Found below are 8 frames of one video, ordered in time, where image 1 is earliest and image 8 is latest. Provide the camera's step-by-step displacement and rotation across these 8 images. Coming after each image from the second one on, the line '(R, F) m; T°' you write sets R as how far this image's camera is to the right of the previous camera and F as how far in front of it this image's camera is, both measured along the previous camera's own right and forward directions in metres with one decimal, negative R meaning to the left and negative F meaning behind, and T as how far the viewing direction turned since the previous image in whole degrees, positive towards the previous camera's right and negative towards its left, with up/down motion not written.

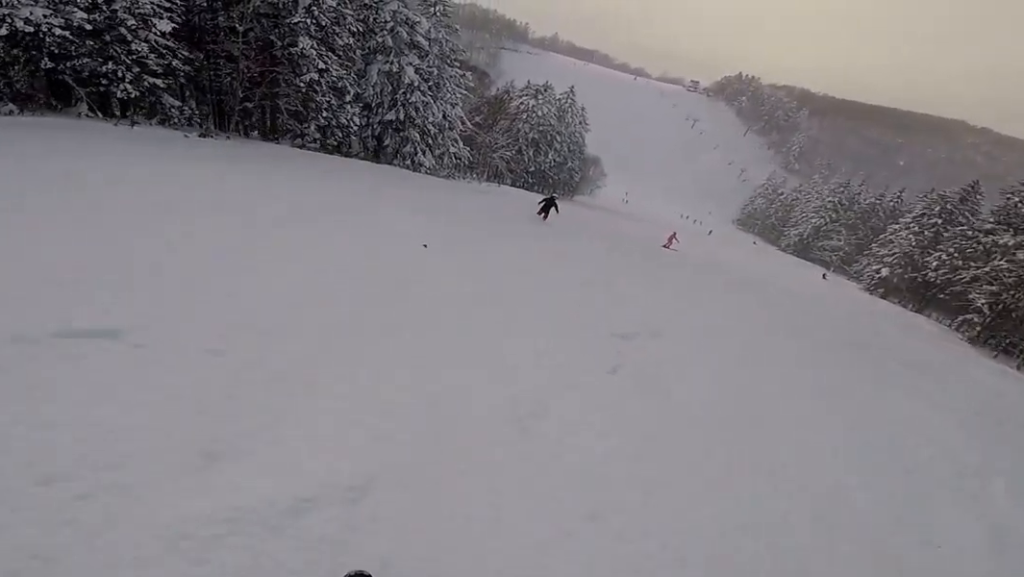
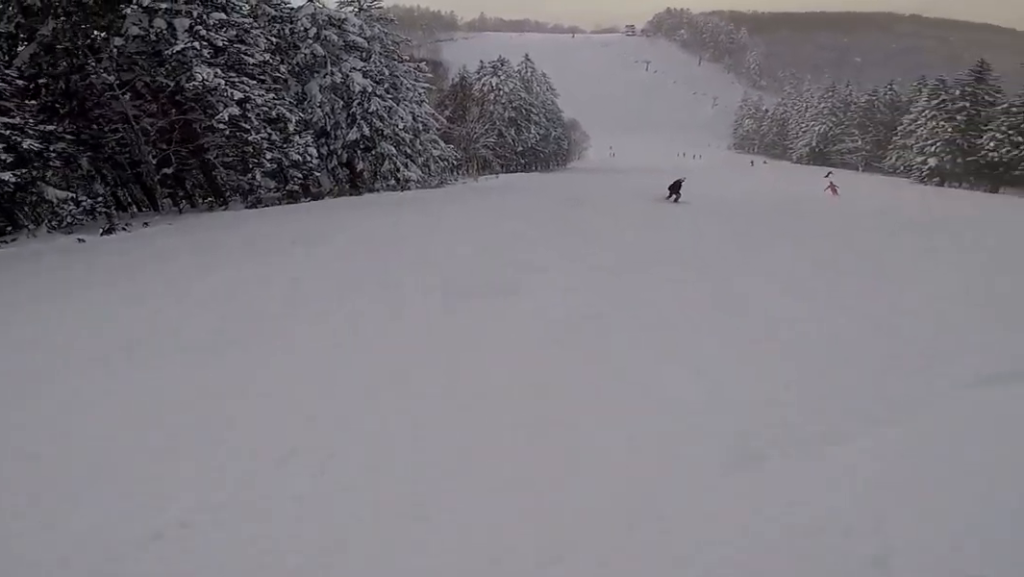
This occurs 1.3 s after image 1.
(-1.2, +7.5) m; +8°
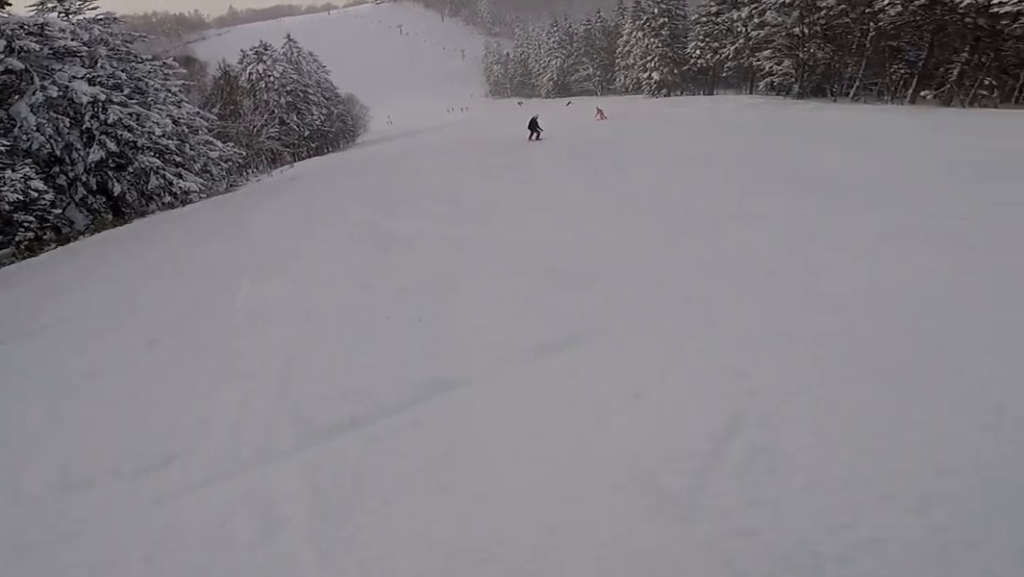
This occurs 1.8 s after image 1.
(+0.3, +3.5) m; +17°
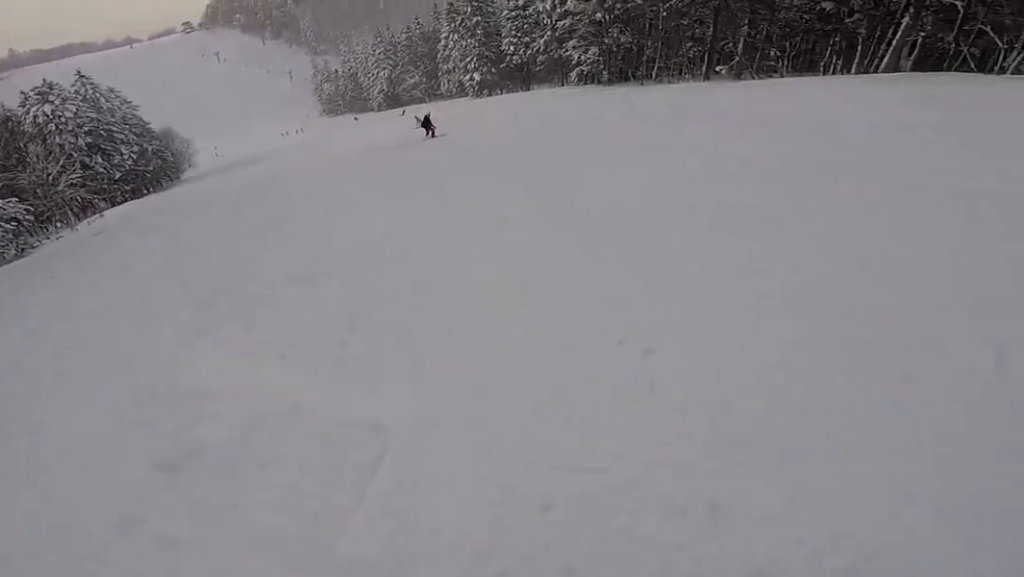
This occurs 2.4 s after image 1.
(+0.8, +3.2) m; +17°
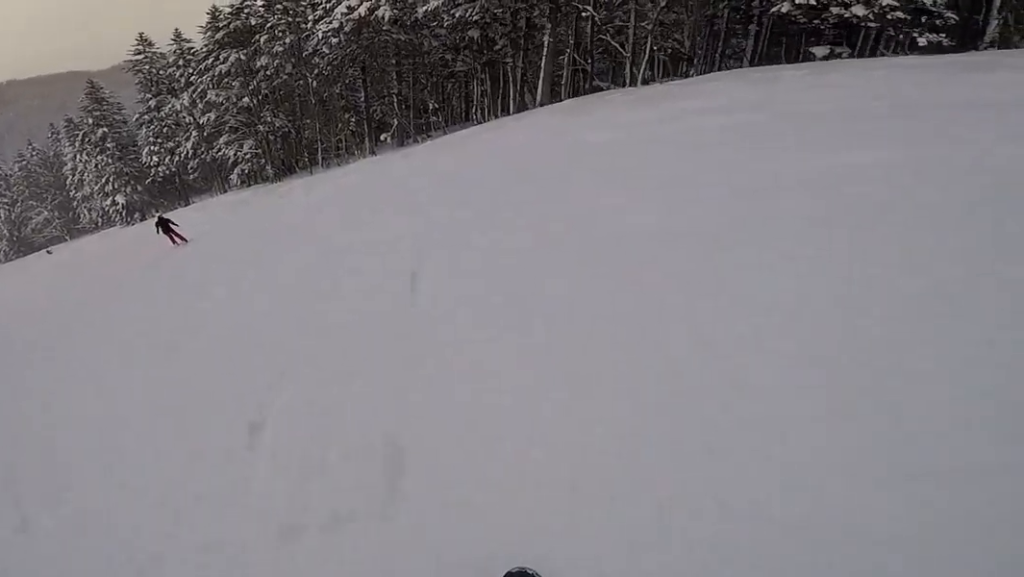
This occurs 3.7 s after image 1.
(+2.4, +8.5) m; +20°
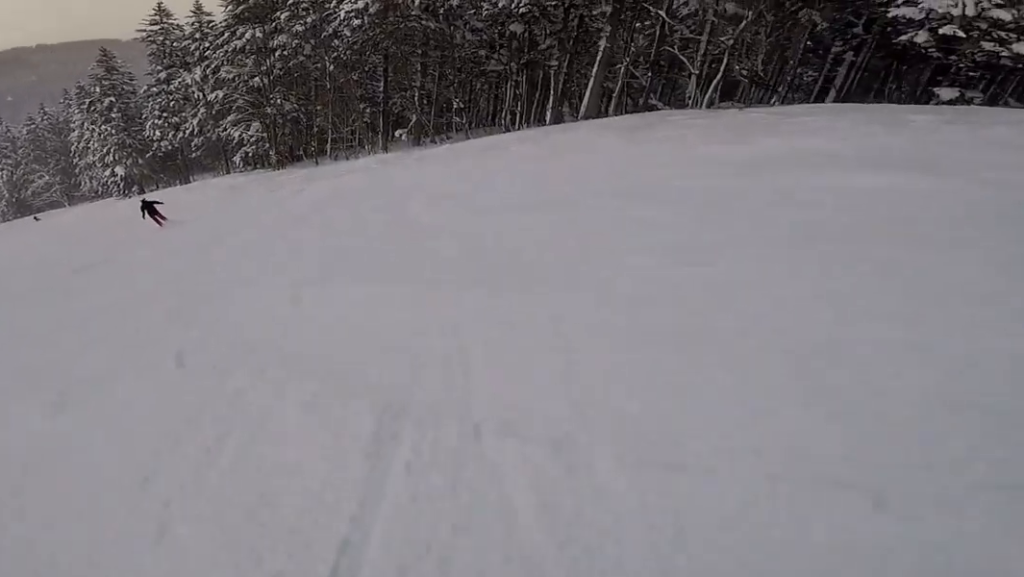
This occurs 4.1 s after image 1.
(0.0, +3.3) m; 0°
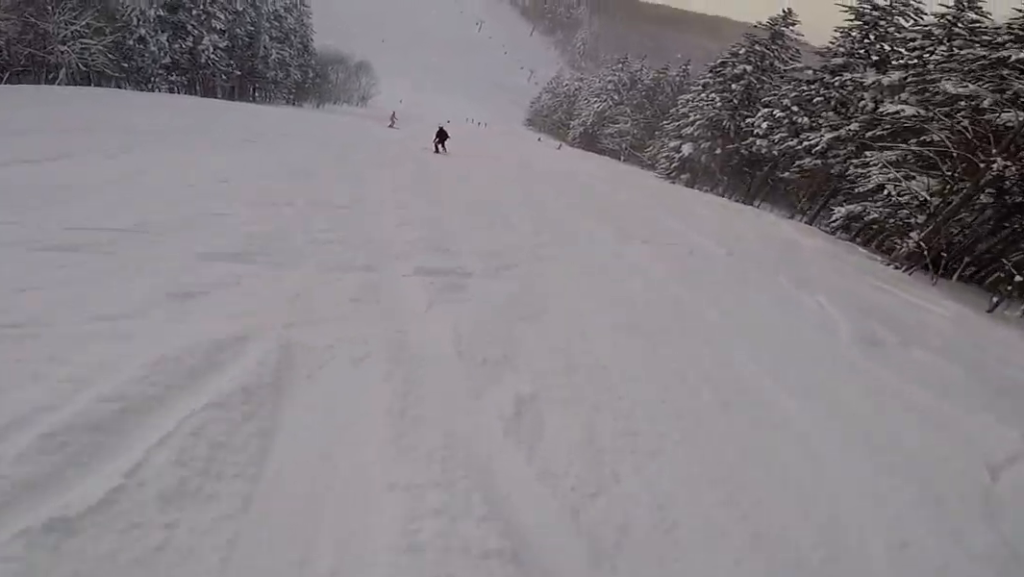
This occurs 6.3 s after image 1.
(-3.1, +15.9) m; -48°
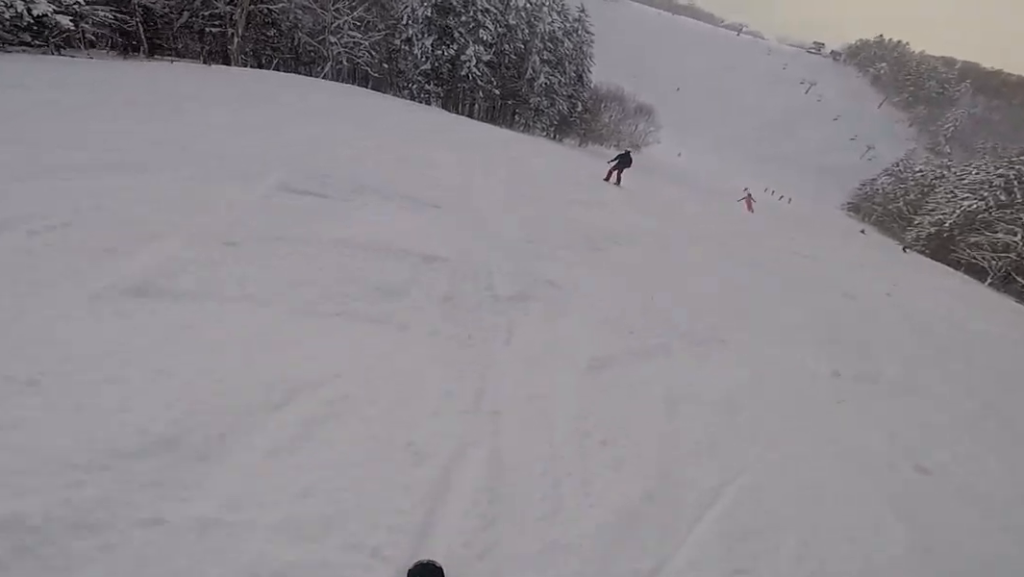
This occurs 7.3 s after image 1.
(-2.6, +6.0) m; -24°
